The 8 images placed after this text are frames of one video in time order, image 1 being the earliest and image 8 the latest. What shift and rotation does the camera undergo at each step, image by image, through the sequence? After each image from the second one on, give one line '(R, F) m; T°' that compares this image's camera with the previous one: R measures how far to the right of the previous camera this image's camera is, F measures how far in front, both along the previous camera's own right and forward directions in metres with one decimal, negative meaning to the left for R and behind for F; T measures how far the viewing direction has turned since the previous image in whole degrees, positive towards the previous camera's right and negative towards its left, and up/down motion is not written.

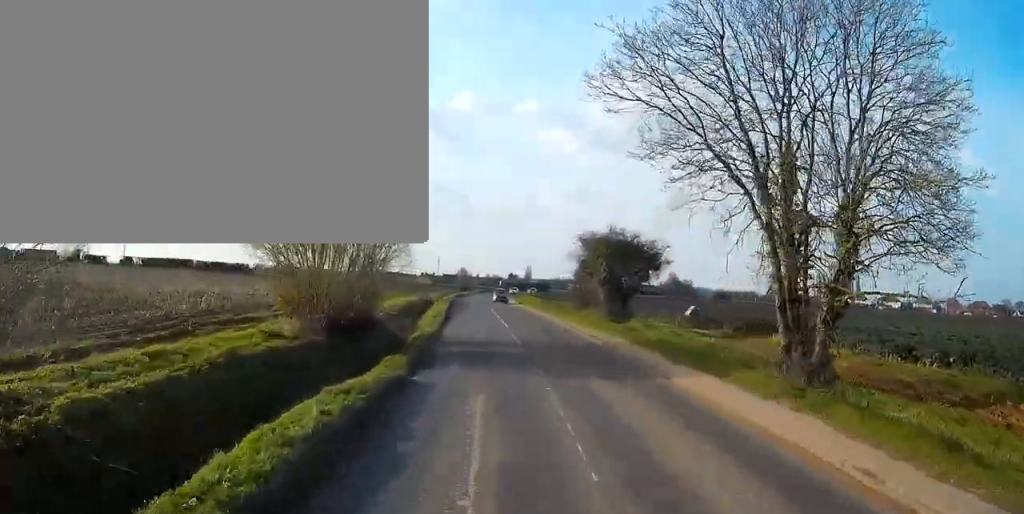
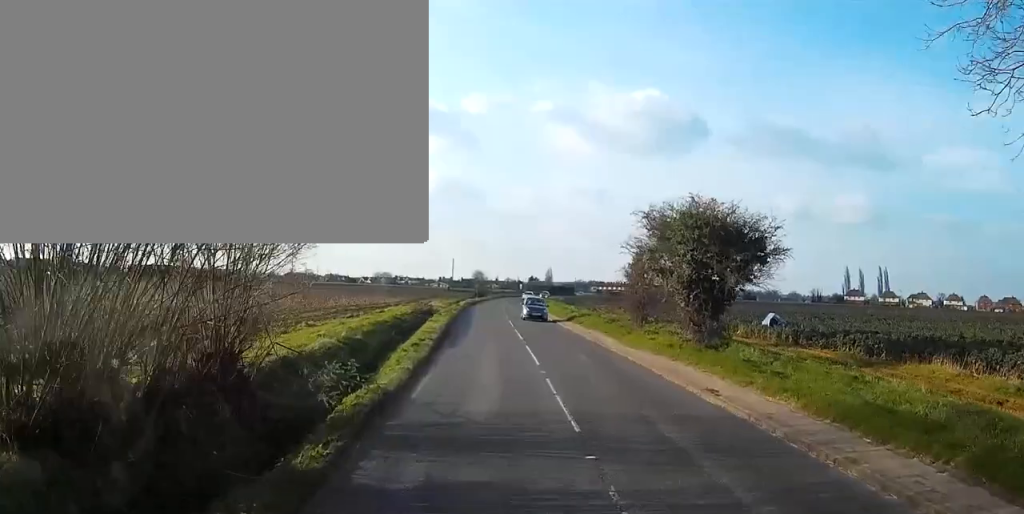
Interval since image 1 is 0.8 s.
(-0.5, +15.5) m; -3°
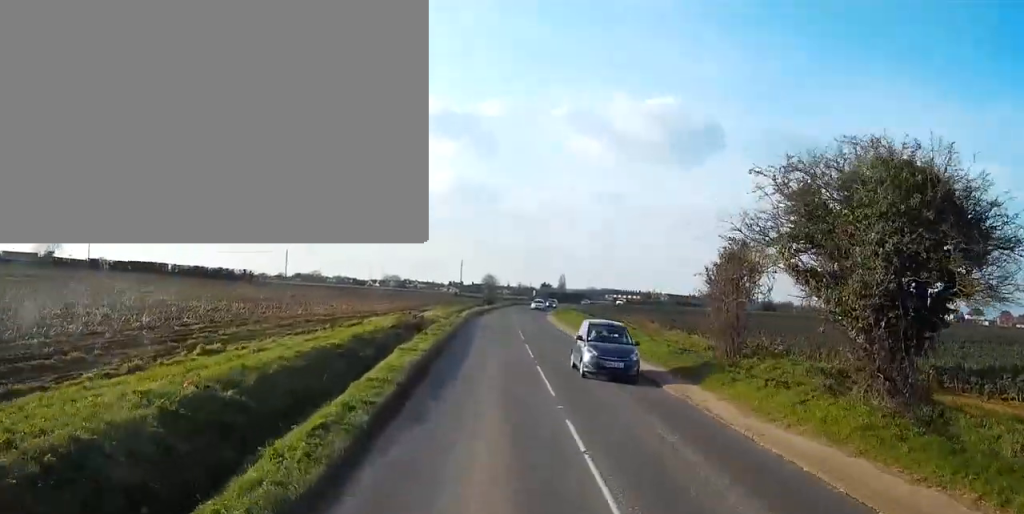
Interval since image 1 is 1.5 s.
(-0.4, +13.5) m; -2°
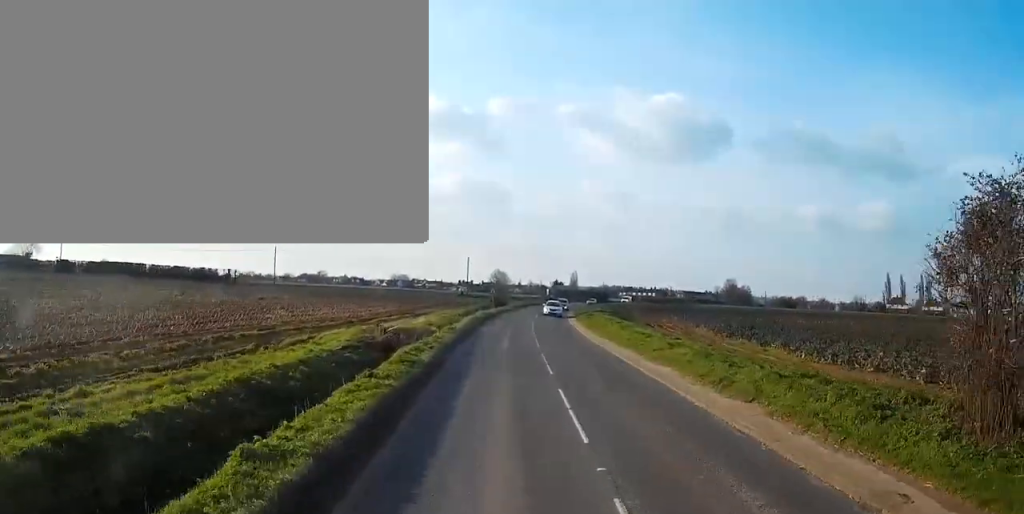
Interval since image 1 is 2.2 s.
(-0.3, +14.0) m; -1°
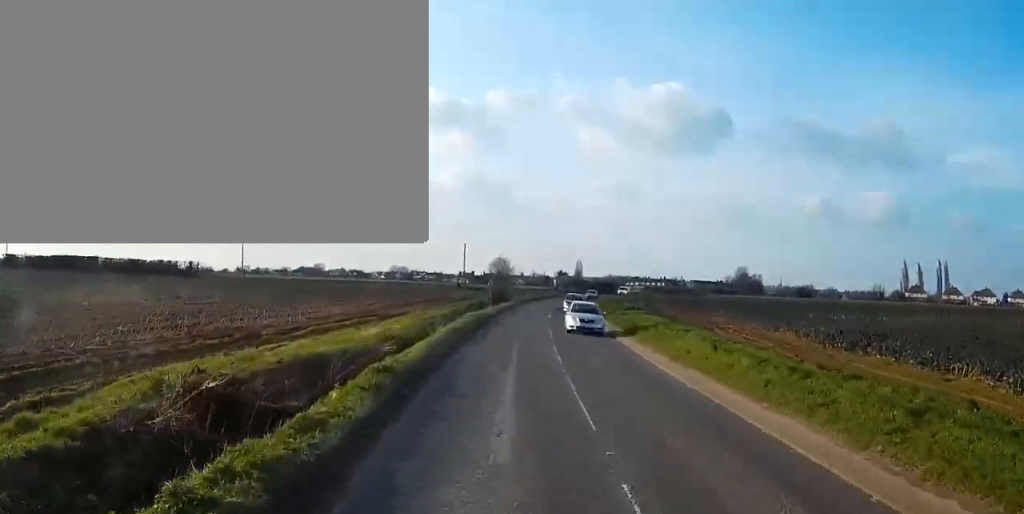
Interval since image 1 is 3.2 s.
(-0.1, +18.2) m; 0°
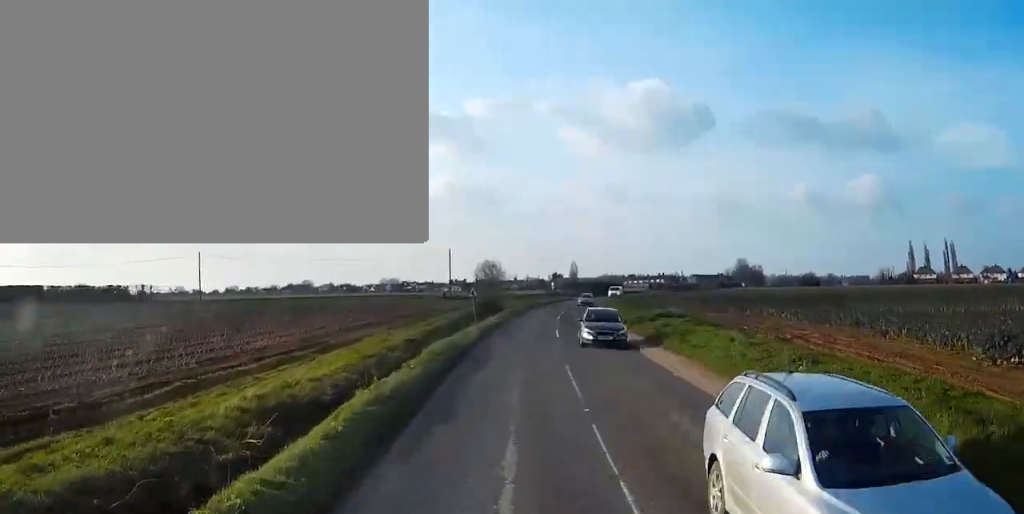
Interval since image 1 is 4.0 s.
(0.0, +14.1) m; 0°
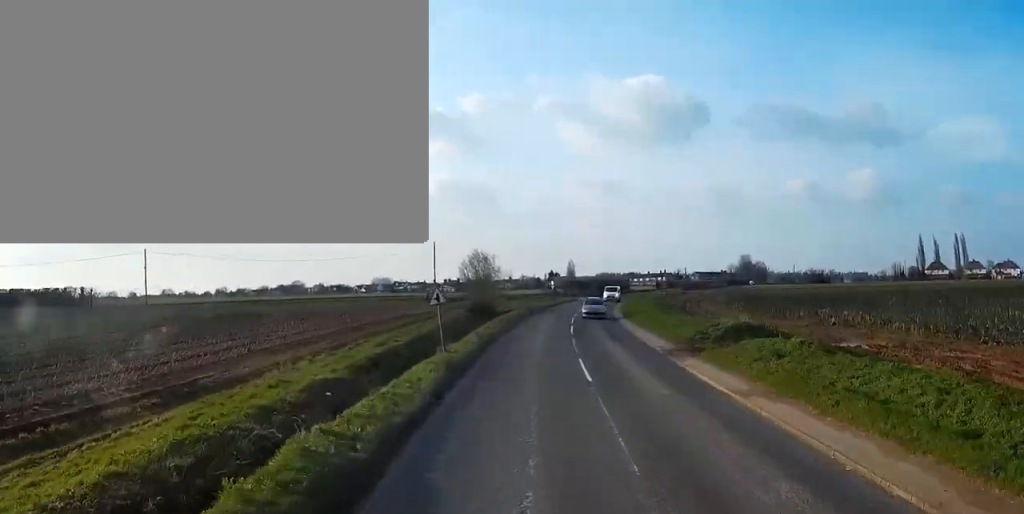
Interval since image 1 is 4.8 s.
(0.0, +15.2) m; +1°
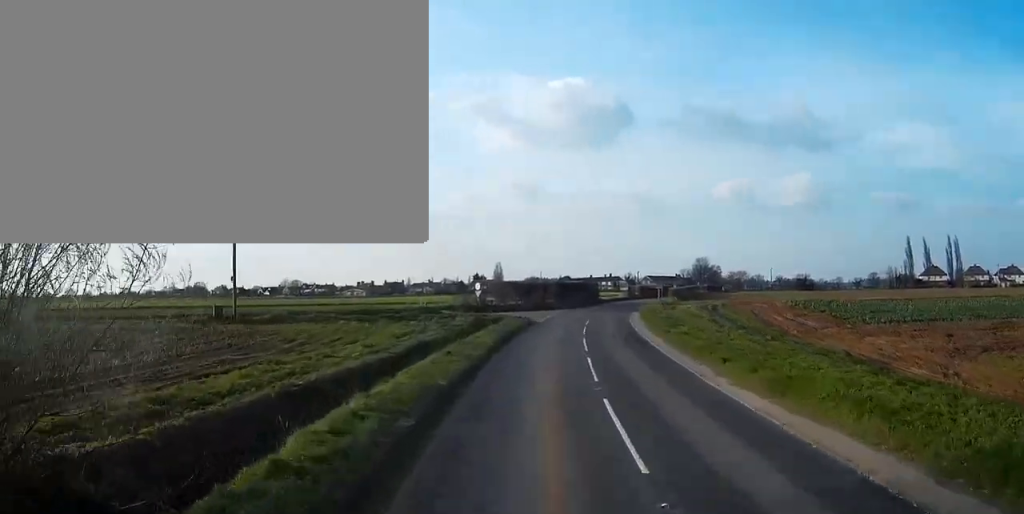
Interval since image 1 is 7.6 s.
(+1.5, +51.5) m; +4°
